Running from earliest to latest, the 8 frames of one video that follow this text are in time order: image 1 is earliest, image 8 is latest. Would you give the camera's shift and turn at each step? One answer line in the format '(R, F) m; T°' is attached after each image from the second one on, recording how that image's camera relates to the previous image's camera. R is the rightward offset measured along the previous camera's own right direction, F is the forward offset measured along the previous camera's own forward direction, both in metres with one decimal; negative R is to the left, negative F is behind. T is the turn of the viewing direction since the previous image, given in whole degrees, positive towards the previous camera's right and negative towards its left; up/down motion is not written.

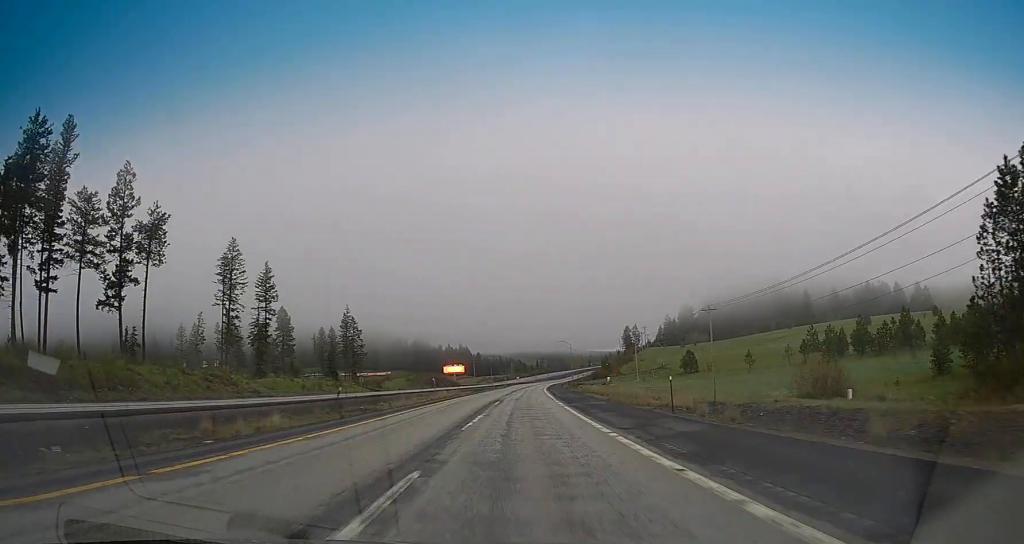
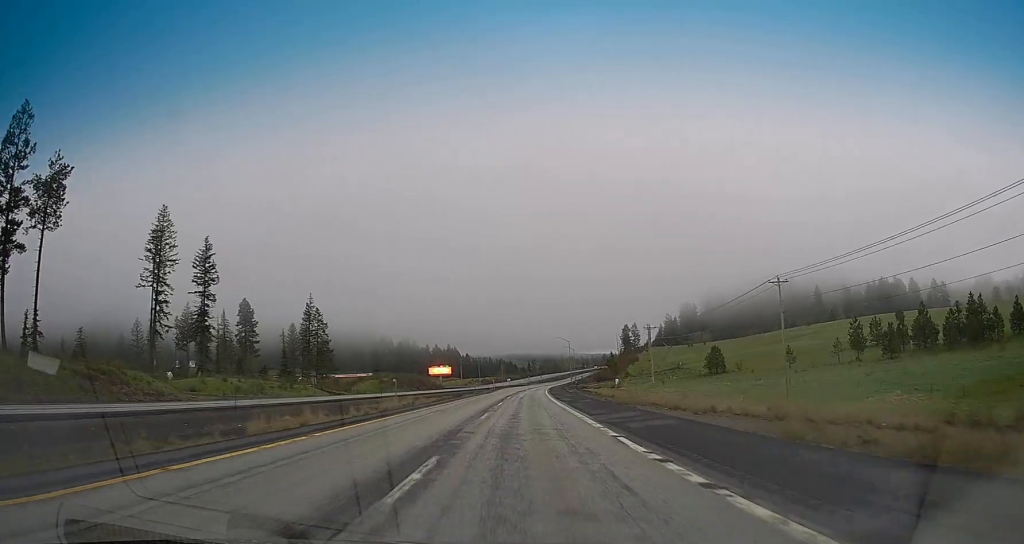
(+0.3, +29.2) m; 0°
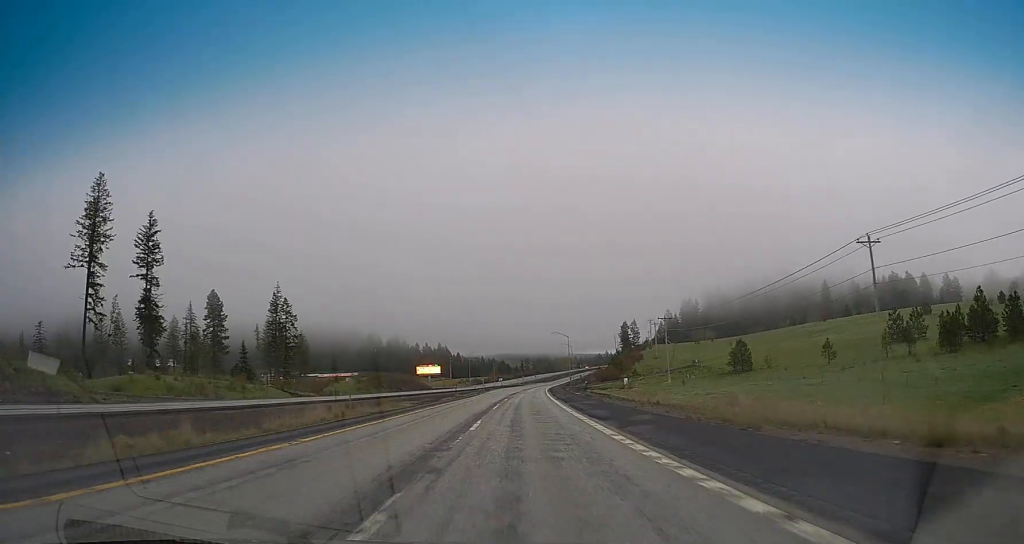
(-0.1, +20.5) m; +1°
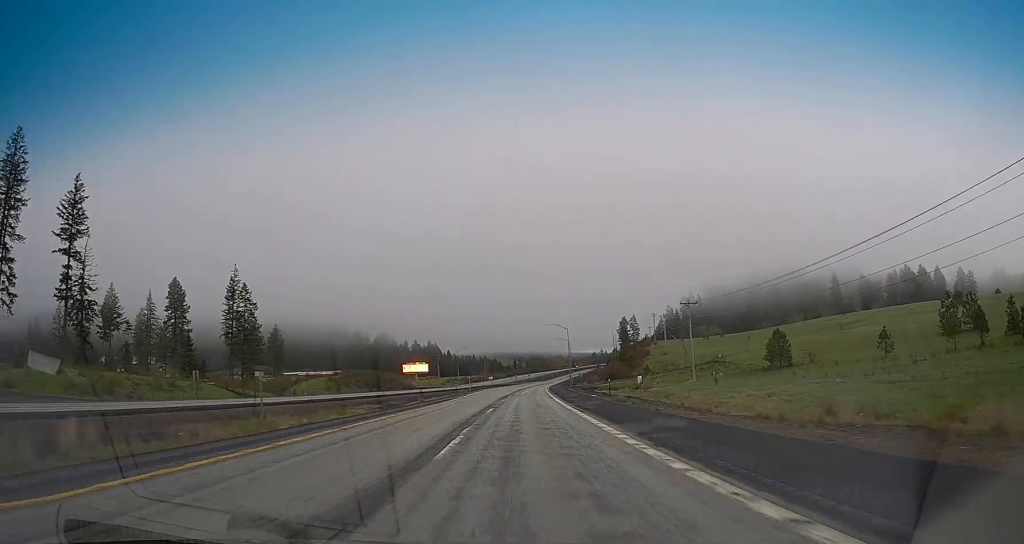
(+0.2, +21.5) m; +1°
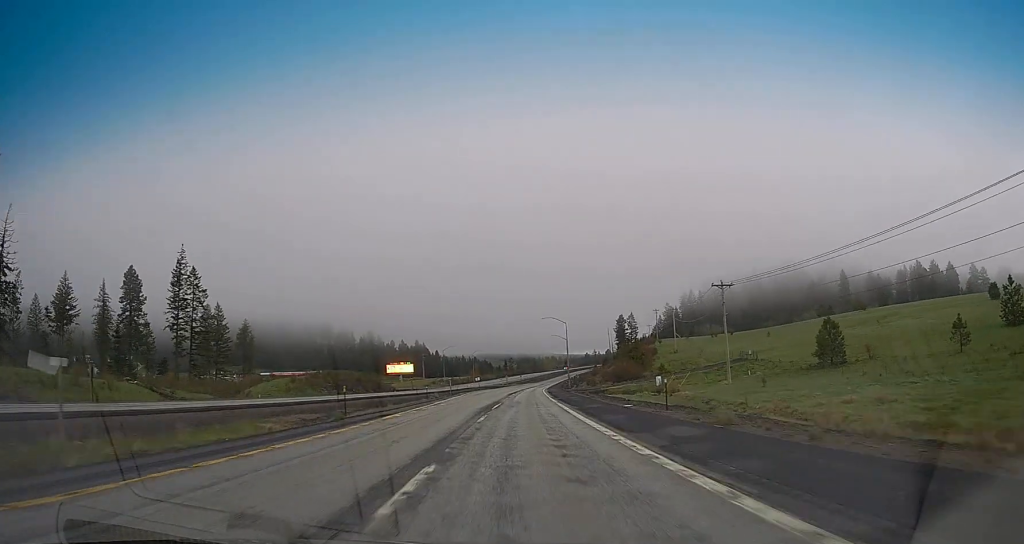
(+0.3, +20.5) m; +1°
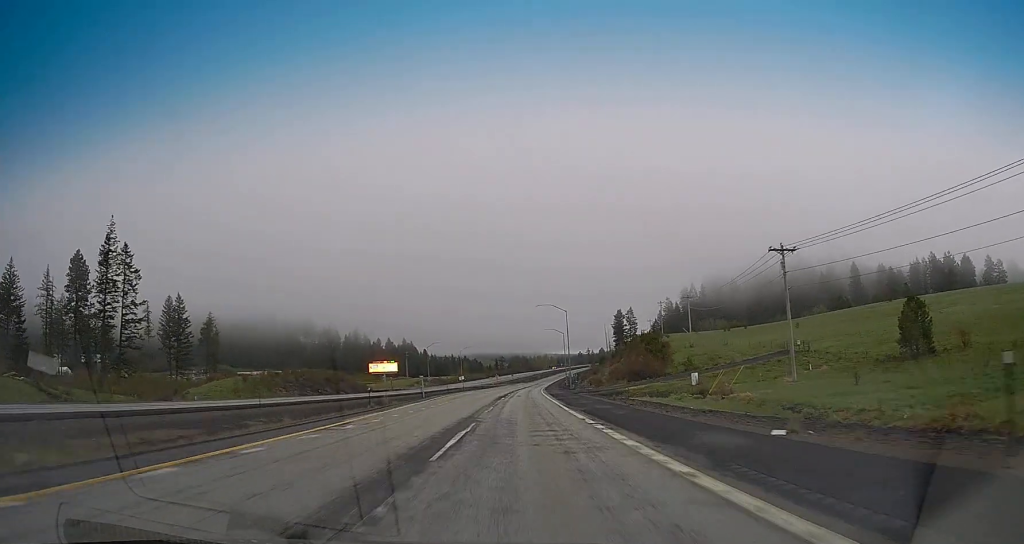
(-0.1, +21.4) m; 0°
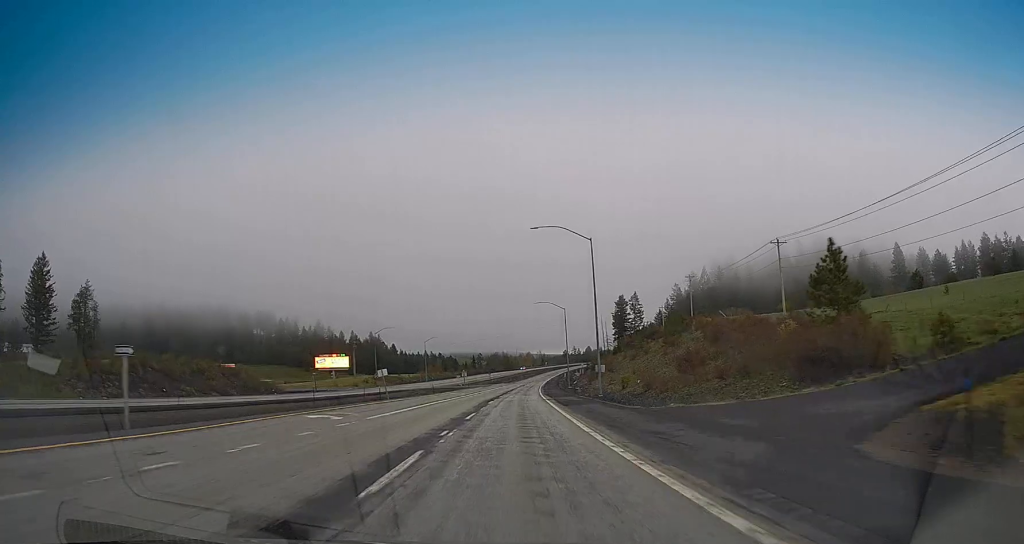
(+1.2, +57.4) m; +3°
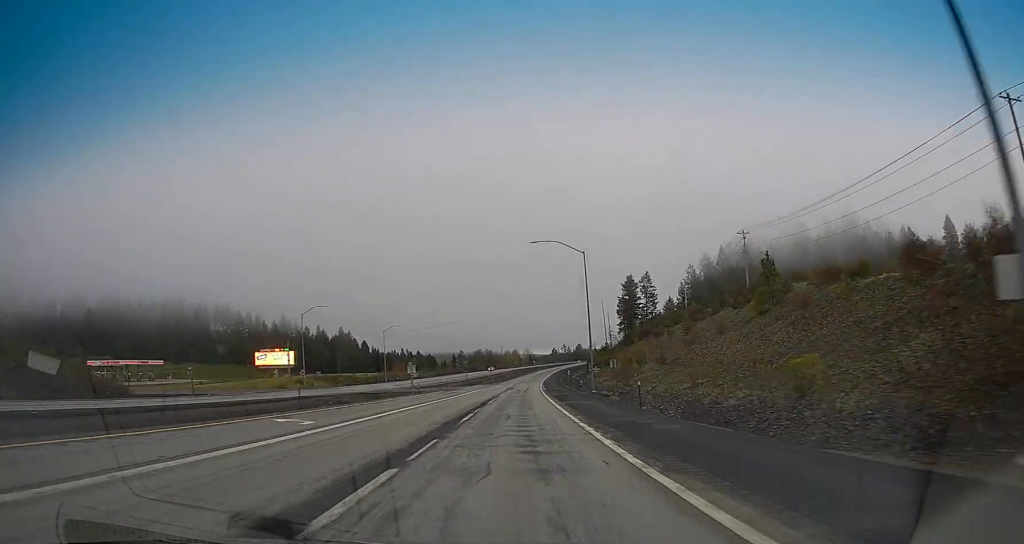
(+0.4, +48.6) m; +1°
